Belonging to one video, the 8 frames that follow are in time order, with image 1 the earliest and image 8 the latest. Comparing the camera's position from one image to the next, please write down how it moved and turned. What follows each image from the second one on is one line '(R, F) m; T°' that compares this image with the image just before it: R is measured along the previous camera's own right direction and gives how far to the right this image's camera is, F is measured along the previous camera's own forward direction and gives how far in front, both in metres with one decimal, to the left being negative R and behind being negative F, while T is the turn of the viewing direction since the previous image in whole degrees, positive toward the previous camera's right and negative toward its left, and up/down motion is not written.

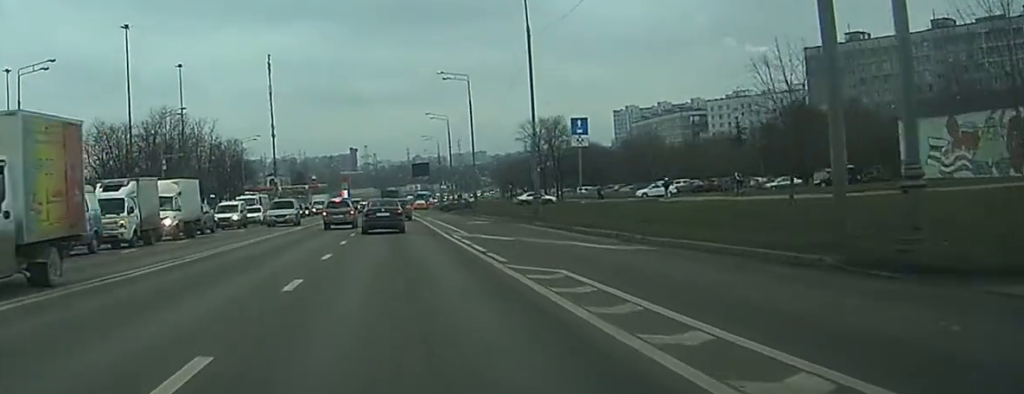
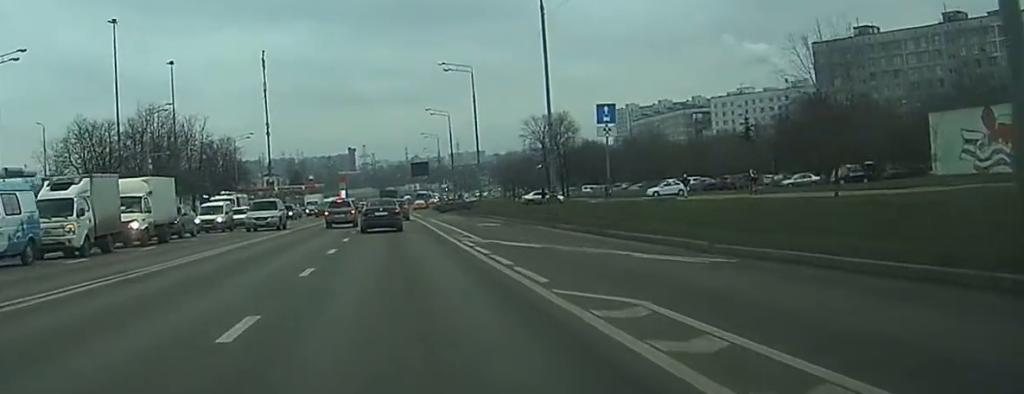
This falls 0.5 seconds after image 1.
(0.0, +5.2) m; 0°
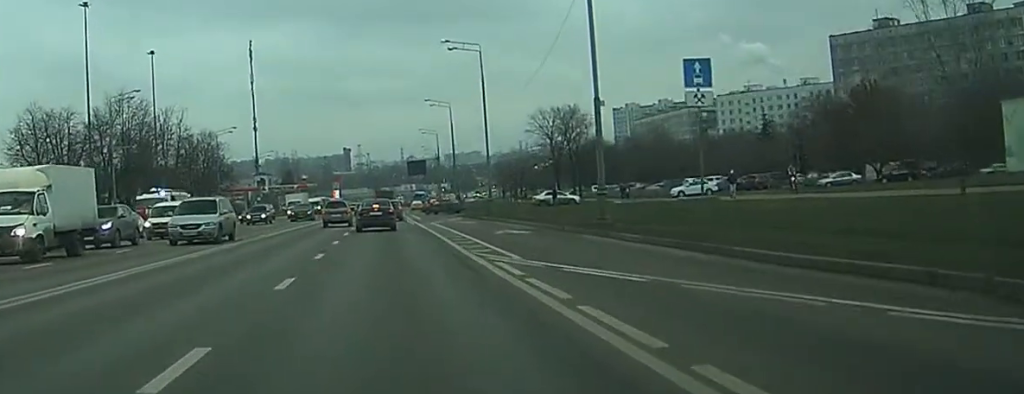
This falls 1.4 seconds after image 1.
(0.0, +10.5) m; 0°
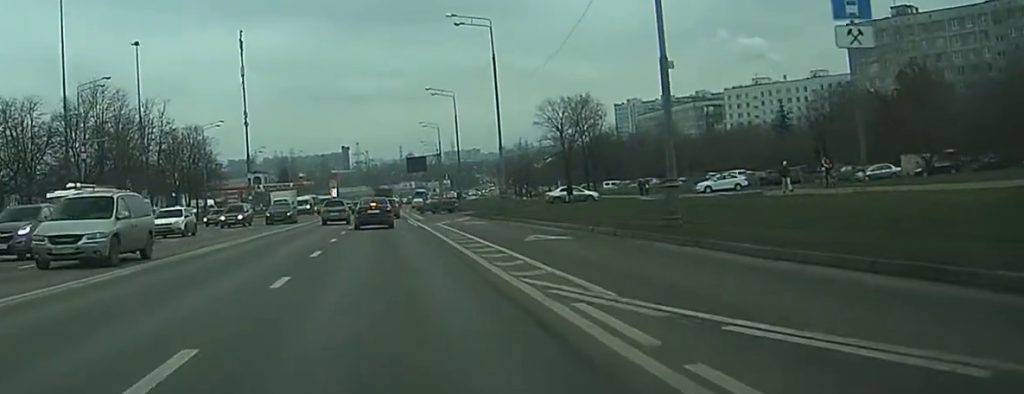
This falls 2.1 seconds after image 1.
(0.0, +8.0) m; 0°
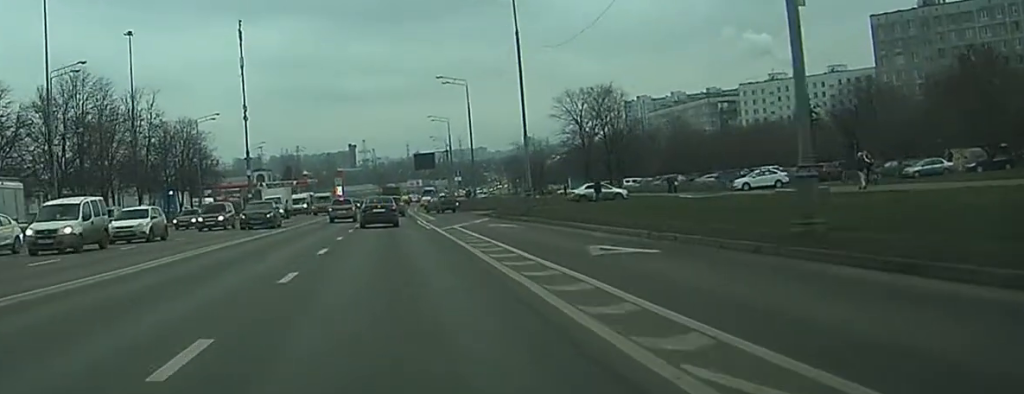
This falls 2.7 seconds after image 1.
(0.0, +7.3) m; 0°
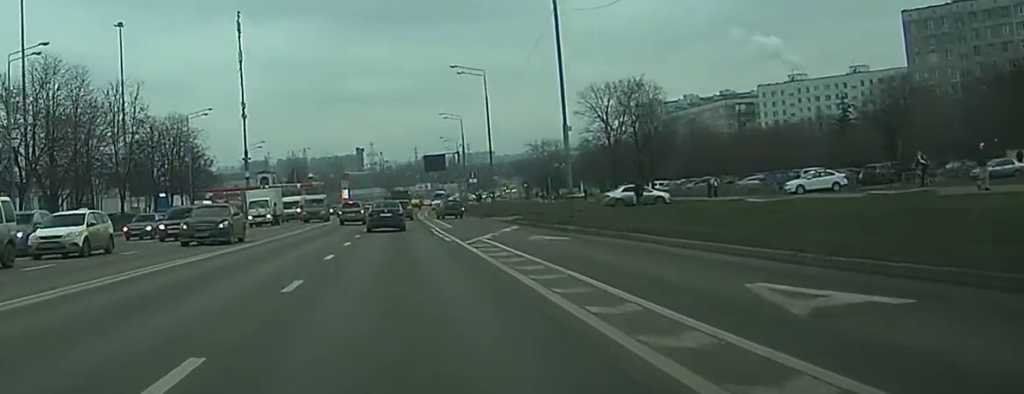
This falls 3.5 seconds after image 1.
(0.0, +8.4) m; 0°
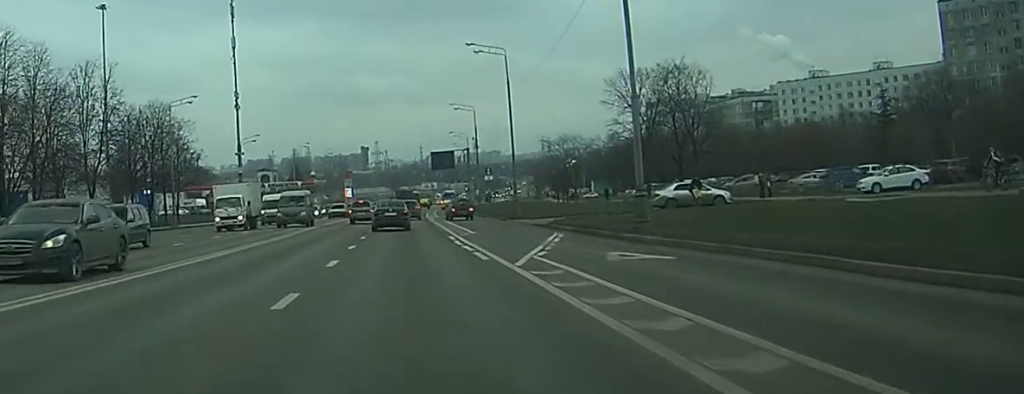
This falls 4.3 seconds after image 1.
(0.0, +9.5) m; +1°
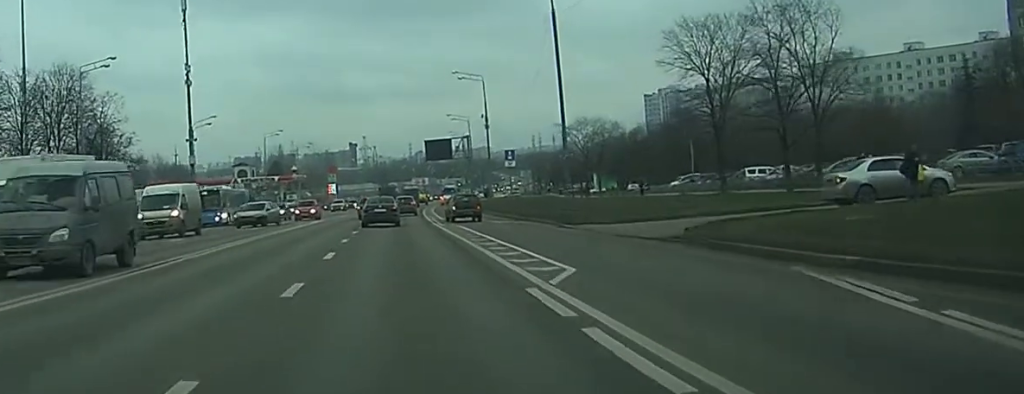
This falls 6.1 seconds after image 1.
(+1.8, +17.2) m; 0°
